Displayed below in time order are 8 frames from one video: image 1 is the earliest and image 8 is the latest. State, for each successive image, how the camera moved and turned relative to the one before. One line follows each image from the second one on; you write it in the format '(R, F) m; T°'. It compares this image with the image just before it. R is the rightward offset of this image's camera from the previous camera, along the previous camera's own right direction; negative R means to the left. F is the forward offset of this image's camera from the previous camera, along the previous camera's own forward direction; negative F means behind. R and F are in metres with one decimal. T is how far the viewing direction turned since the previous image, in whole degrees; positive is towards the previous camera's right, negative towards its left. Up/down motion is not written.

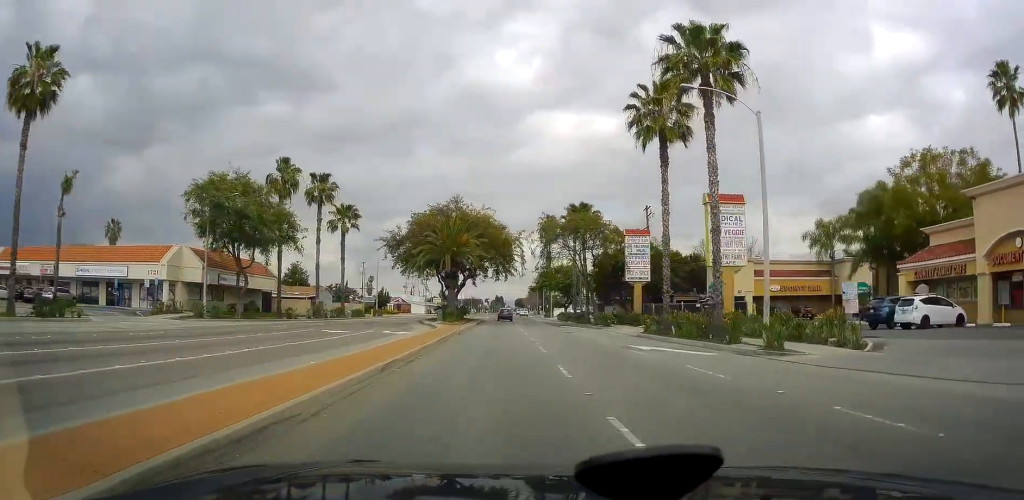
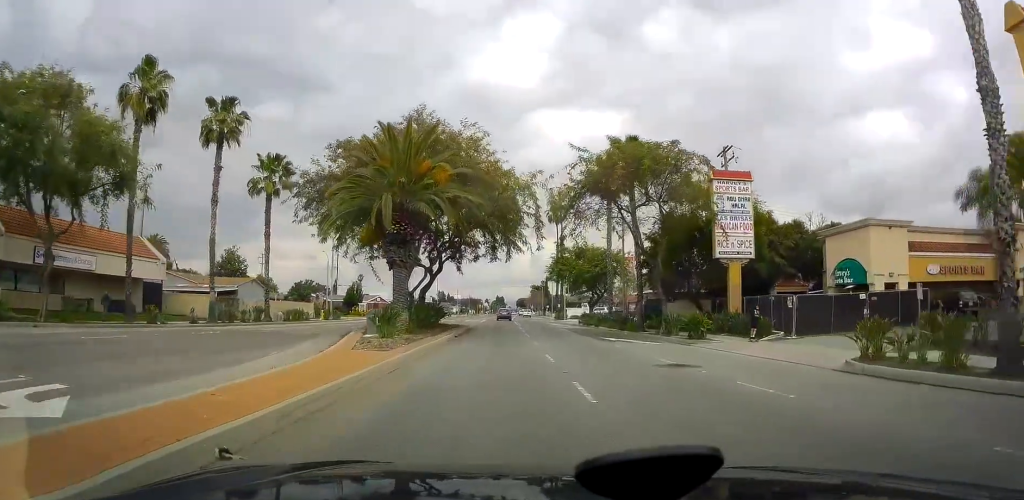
(0.0, +25.4) m; 0°
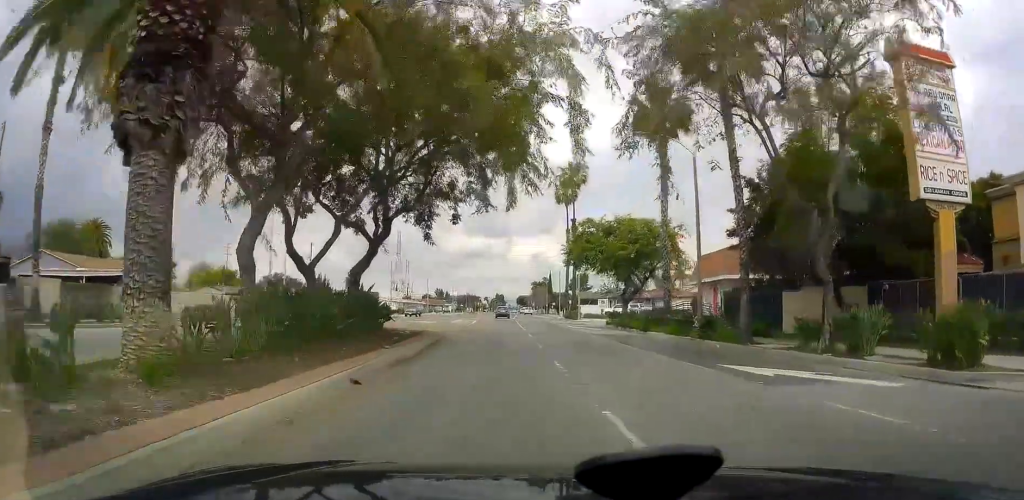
(0.0, +18.4) m; 0°
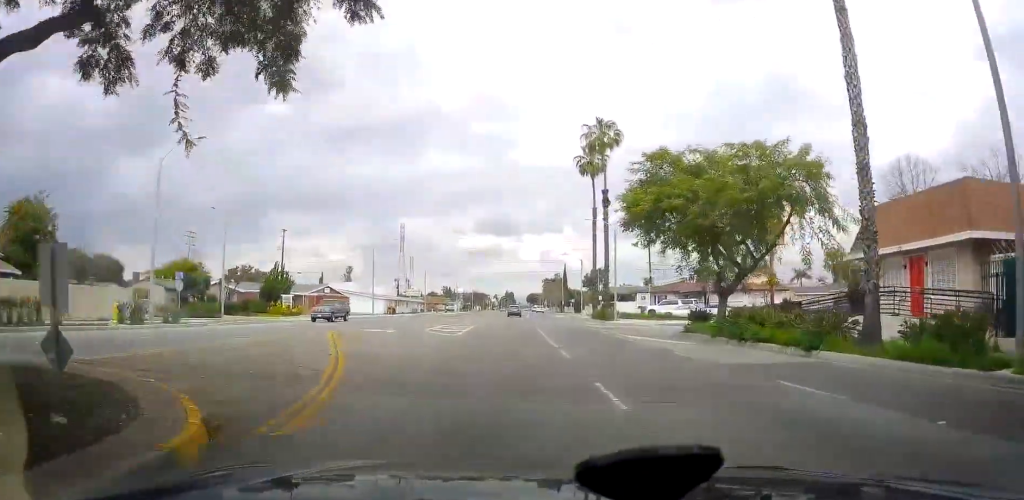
(0.0, +19.1) m; 0°
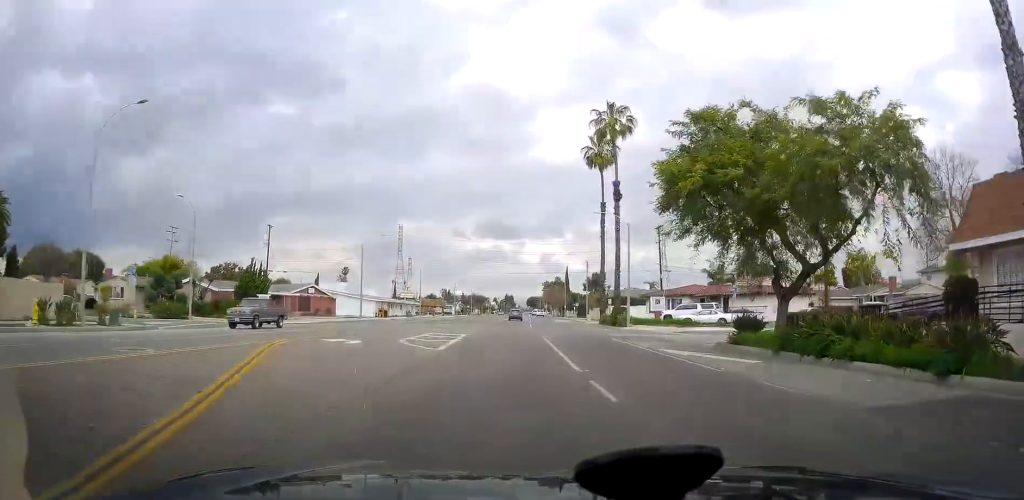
(0.0, +6.3) m; -1°
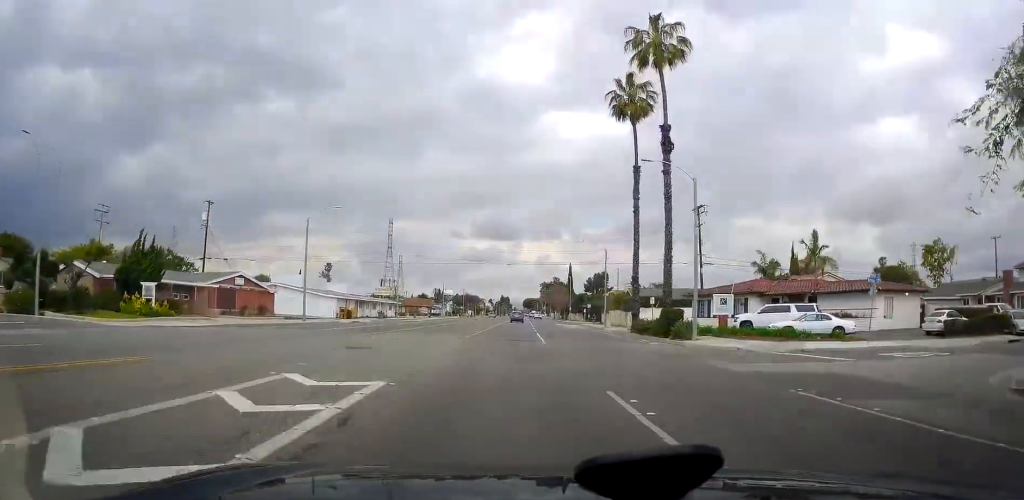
(-0.8, +19.3) m; -2°
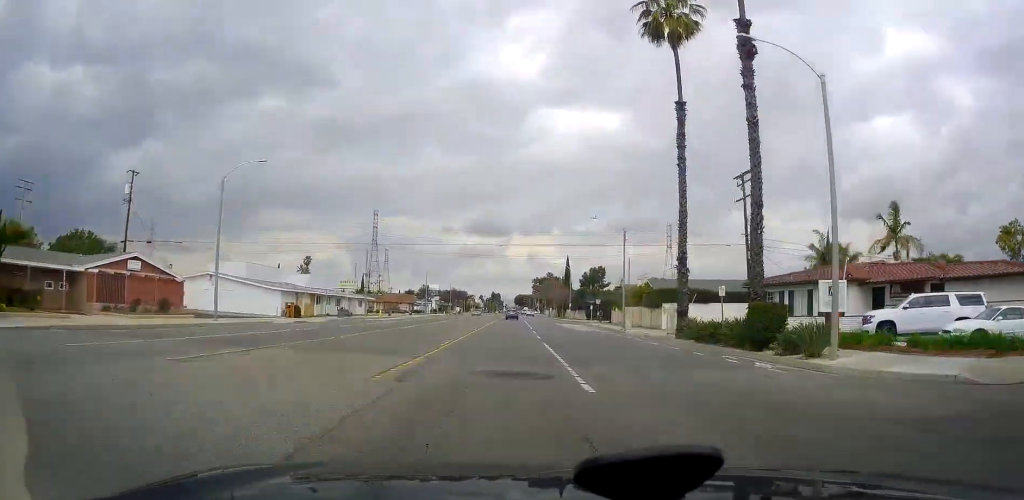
(+0.5, +15.5) m; +3°
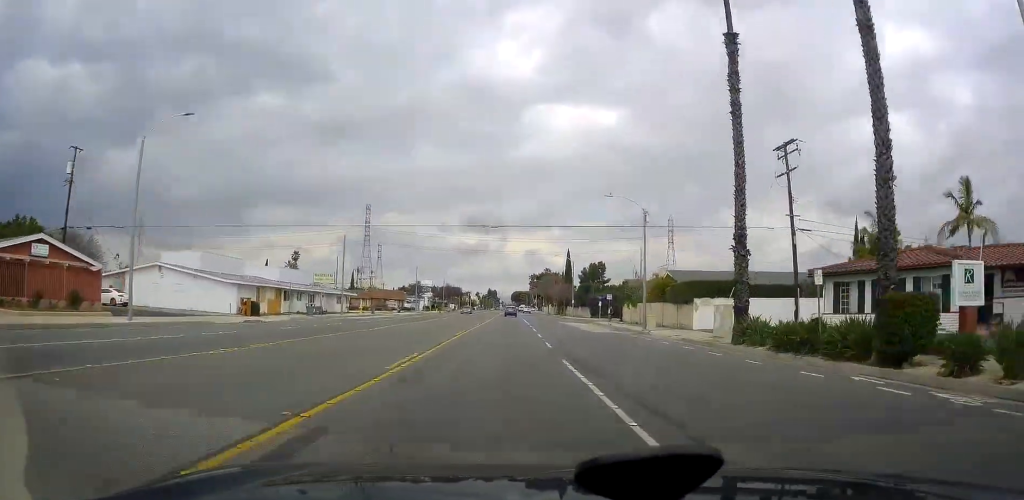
(+0.1, +9.3) m; +1°
